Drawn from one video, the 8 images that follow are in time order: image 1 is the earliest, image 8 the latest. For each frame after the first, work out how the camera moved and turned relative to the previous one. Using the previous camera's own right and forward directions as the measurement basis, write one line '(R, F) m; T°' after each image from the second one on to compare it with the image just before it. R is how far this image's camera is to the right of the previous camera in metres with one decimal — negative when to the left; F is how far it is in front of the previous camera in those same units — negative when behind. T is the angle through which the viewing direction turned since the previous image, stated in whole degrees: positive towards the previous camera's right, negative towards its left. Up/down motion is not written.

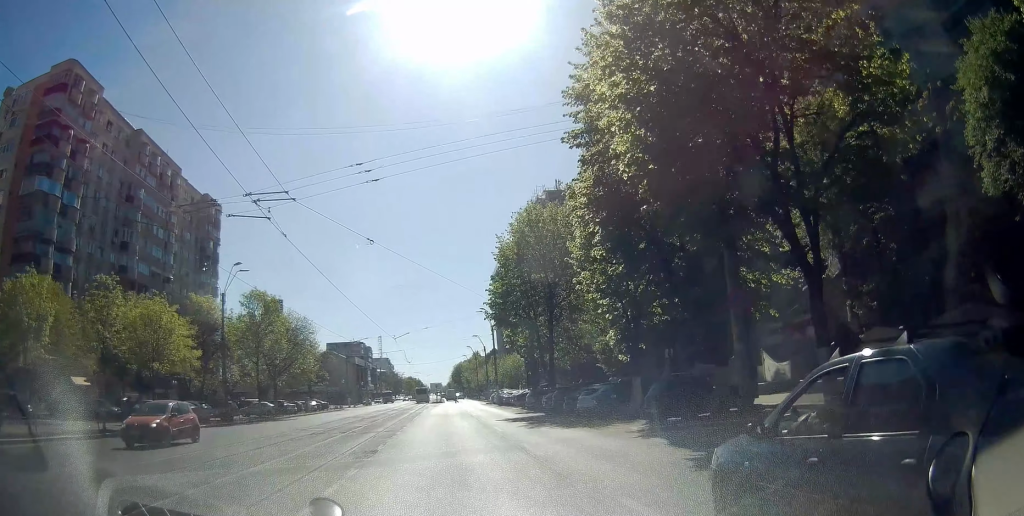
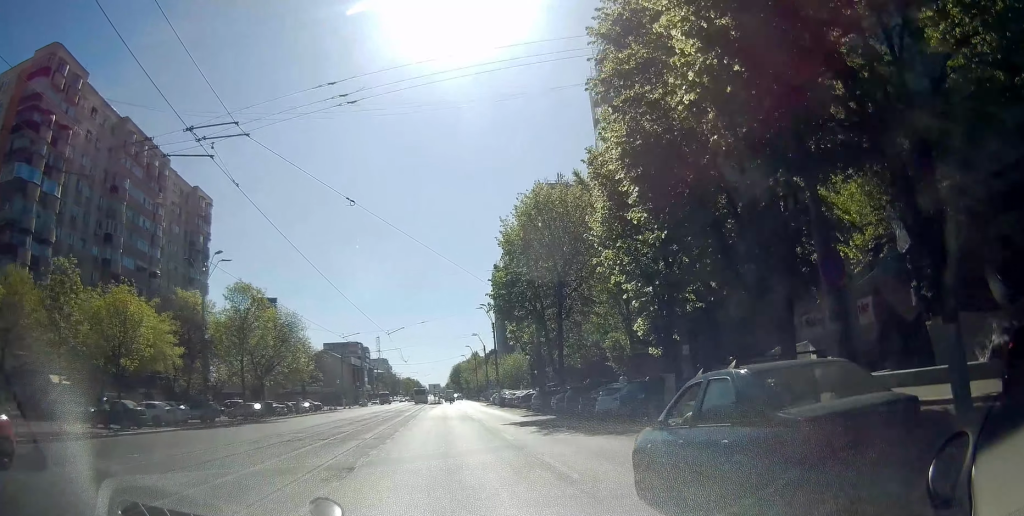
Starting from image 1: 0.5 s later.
(0.0, +3.7) m; -1°
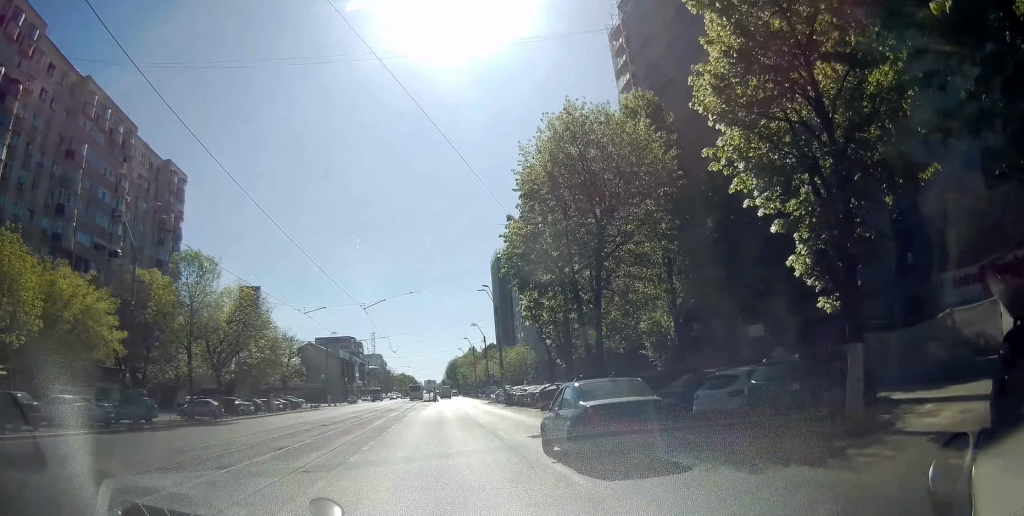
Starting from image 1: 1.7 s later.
(-0.3, +9.9) m; -2°
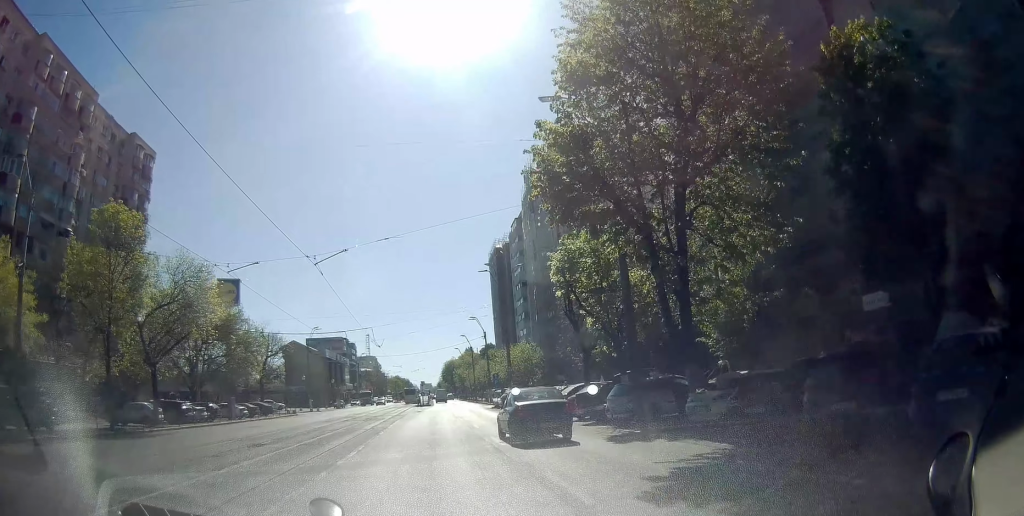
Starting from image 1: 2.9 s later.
(0.0, +11.1) m; -1°
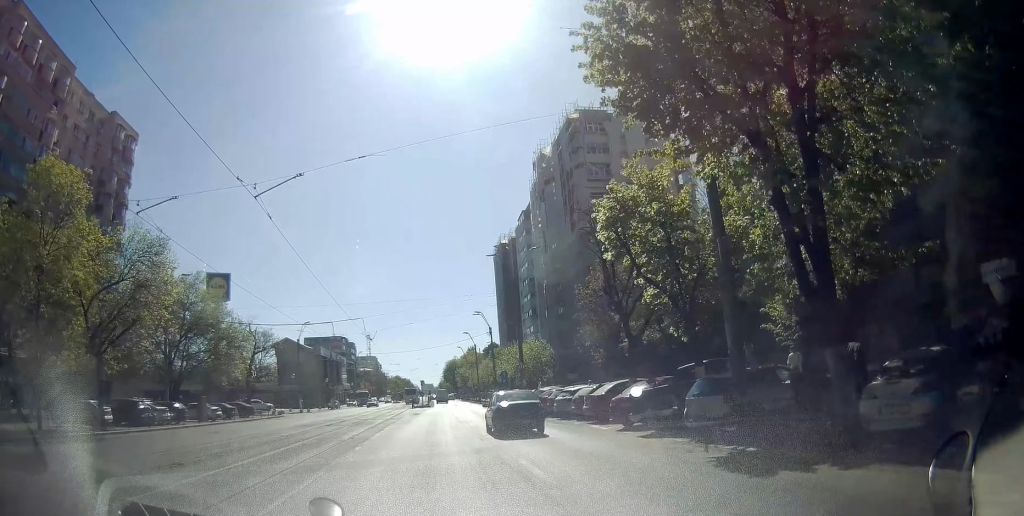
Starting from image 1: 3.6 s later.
(0.0, +7.0) m; -1°
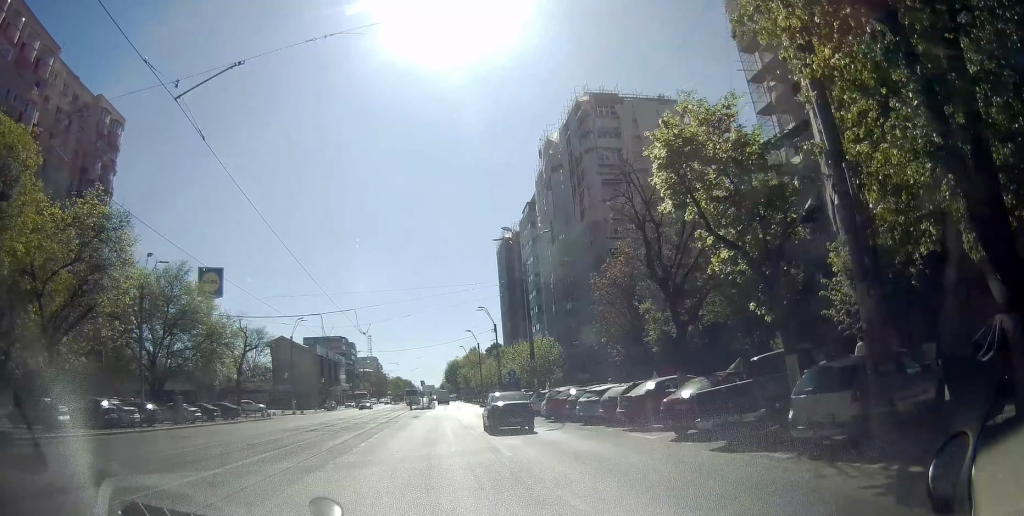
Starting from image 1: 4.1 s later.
(0.0, +4.6) m; -1°
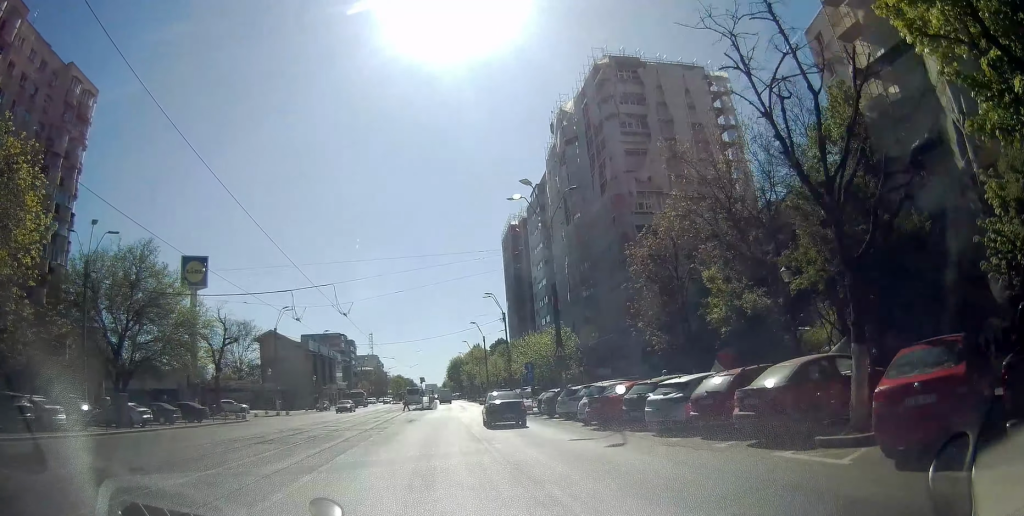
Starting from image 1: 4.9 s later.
(-0.1, +8.1) m; -2°
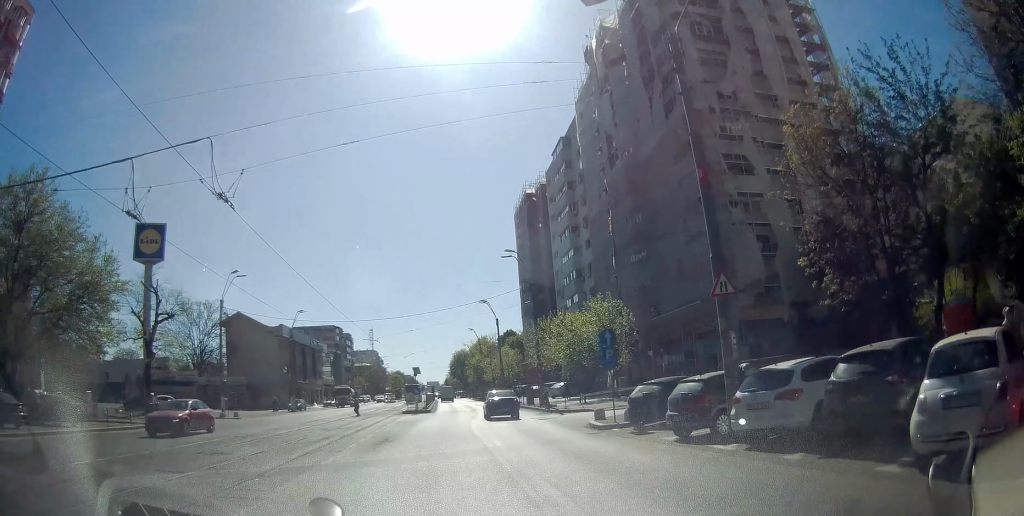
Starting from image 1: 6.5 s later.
(-0.2, +17.5) m; +1°
